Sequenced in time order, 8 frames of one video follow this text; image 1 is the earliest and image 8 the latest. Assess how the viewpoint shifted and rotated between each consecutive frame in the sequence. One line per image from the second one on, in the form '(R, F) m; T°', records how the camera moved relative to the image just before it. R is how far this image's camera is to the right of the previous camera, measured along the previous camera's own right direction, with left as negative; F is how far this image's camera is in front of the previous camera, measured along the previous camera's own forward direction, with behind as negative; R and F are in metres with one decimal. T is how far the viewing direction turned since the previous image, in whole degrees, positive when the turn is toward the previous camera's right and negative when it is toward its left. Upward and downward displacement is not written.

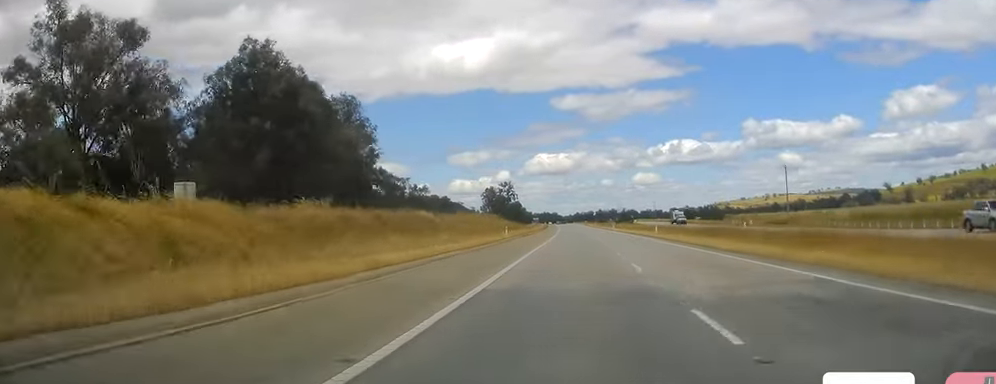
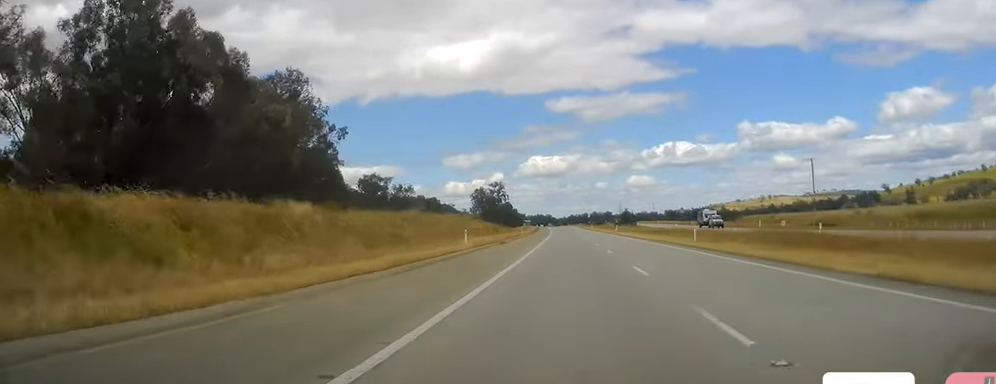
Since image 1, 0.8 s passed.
(0.0, +22.1) m; 0°
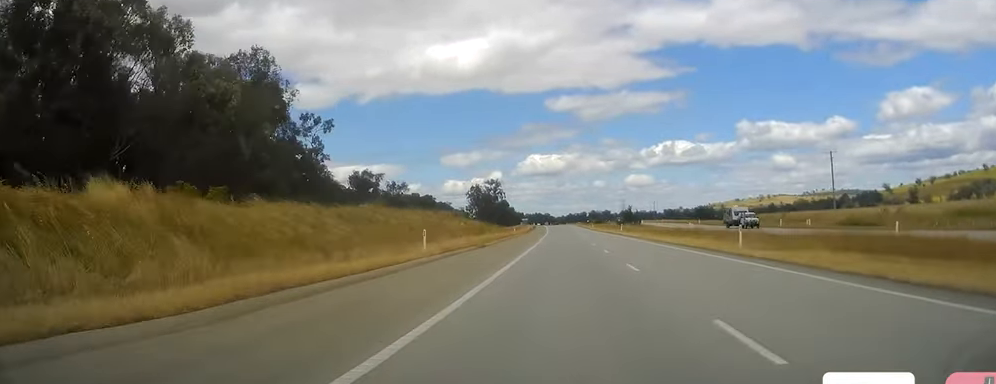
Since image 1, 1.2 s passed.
(0.0, +11.5) m; 0°
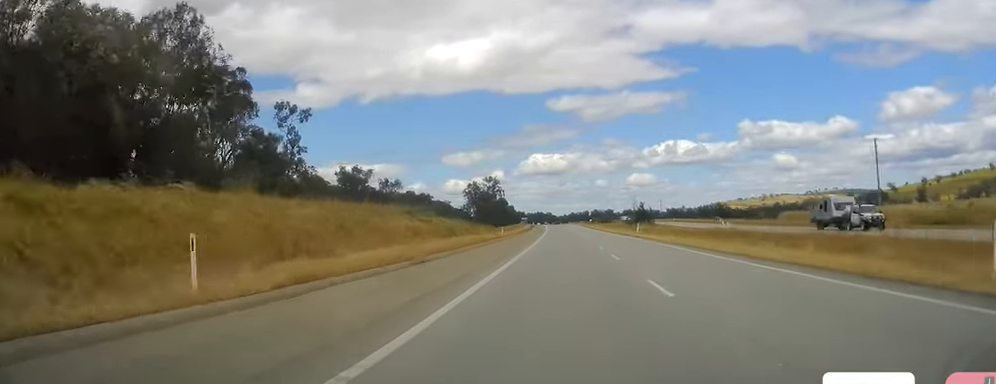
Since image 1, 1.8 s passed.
(-0.2, +19.1) m; 0°
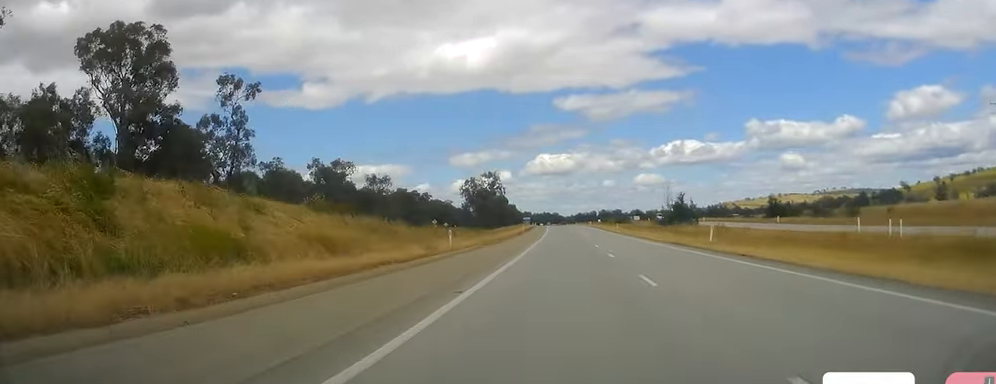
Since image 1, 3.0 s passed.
(+0.2, +34.5) m; +1°
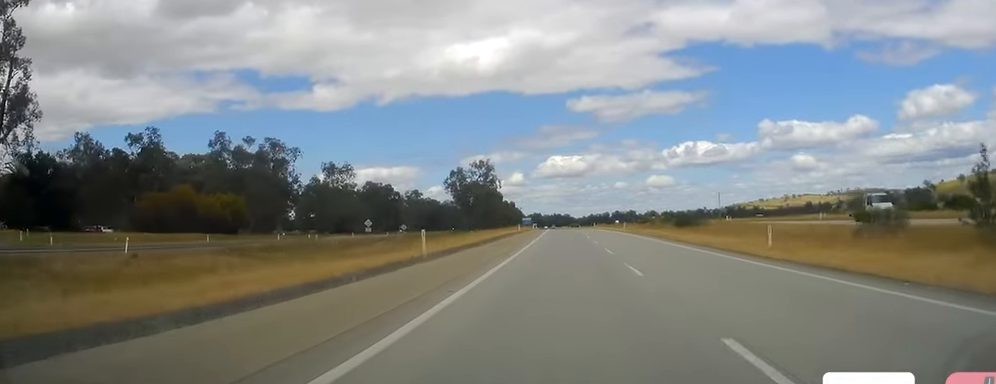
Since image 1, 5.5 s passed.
(0.0, +71.1) m; -1°
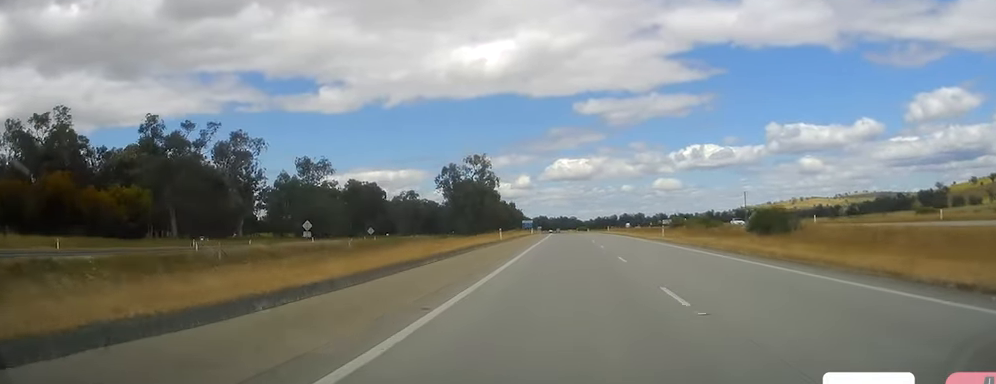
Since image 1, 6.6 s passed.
(-0.4, +30.8) m; -1°
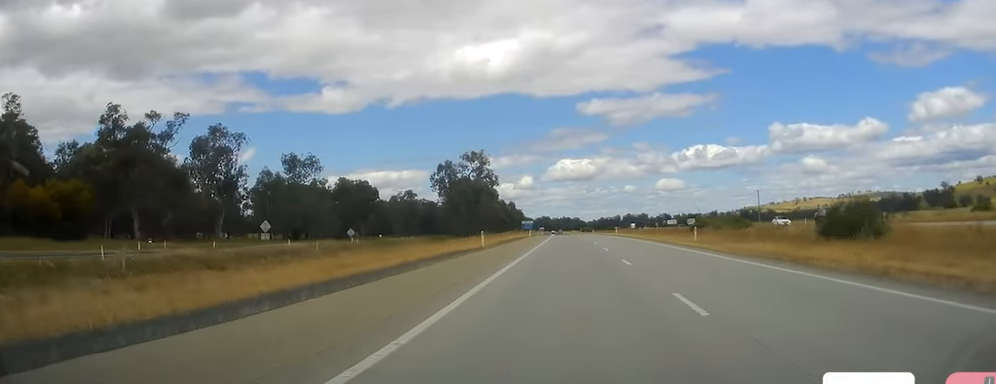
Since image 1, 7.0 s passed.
(-0.3, +13.4) m; 0°
